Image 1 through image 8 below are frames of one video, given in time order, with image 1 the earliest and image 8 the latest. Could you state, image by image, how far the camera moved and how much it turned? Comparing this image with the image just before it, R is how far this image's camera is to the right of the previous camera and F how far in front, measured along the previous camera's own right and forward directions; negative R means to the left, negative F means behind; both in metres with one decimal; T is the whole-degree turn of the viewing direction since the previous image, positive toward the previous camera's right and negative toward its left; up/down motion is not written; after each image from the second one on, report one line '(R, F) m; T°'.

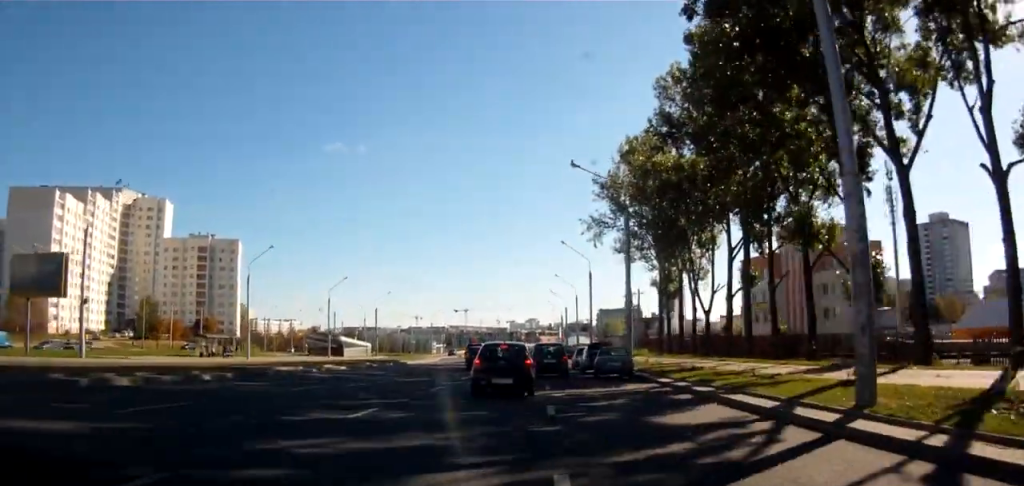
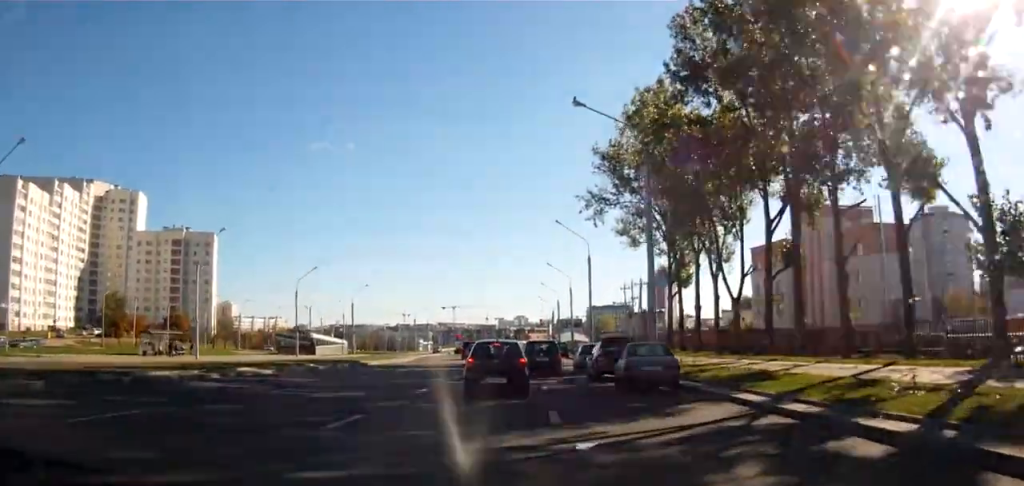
(0.0, +10.8) m; 0°
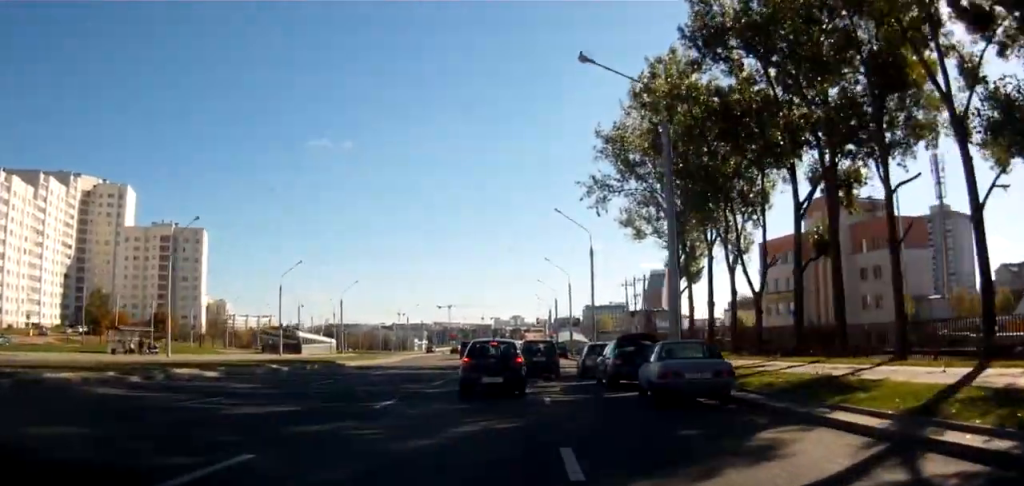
(-0.2, +5.2) m; +1°
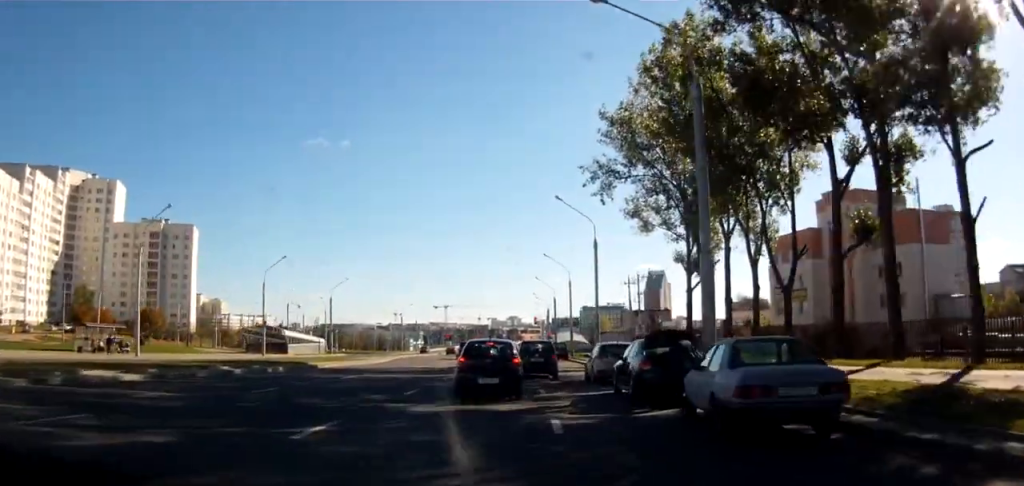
(0.0, +5.0) m; +1°
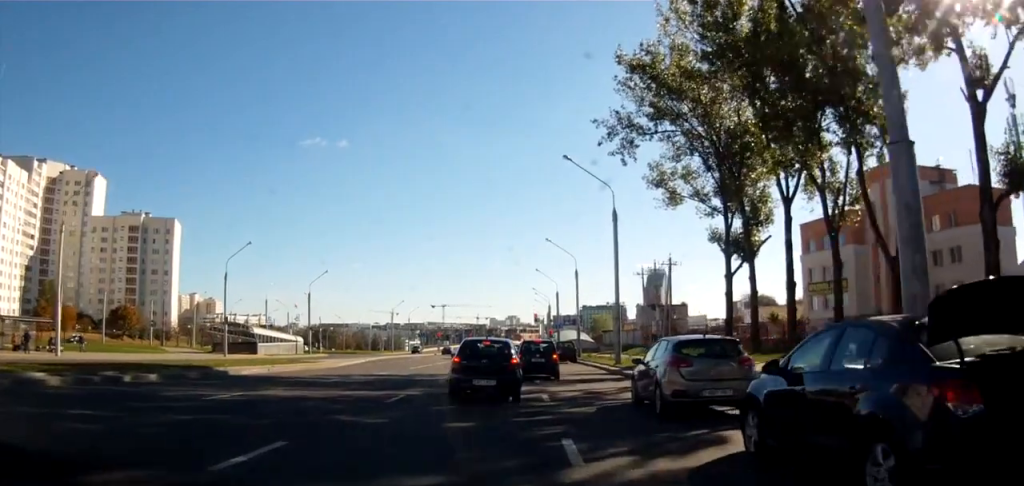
(+0.5, +10.8) m; +1°
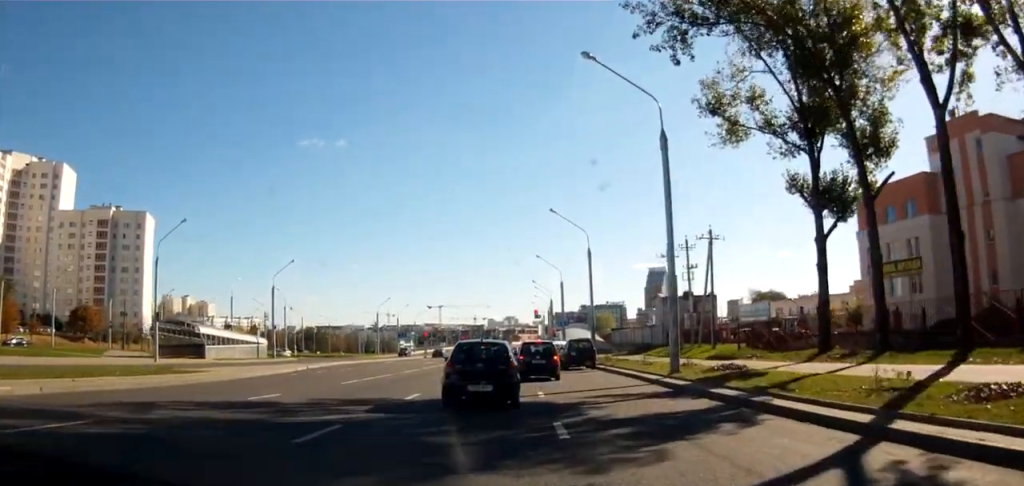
(+0.1, +14.6) m; +1°
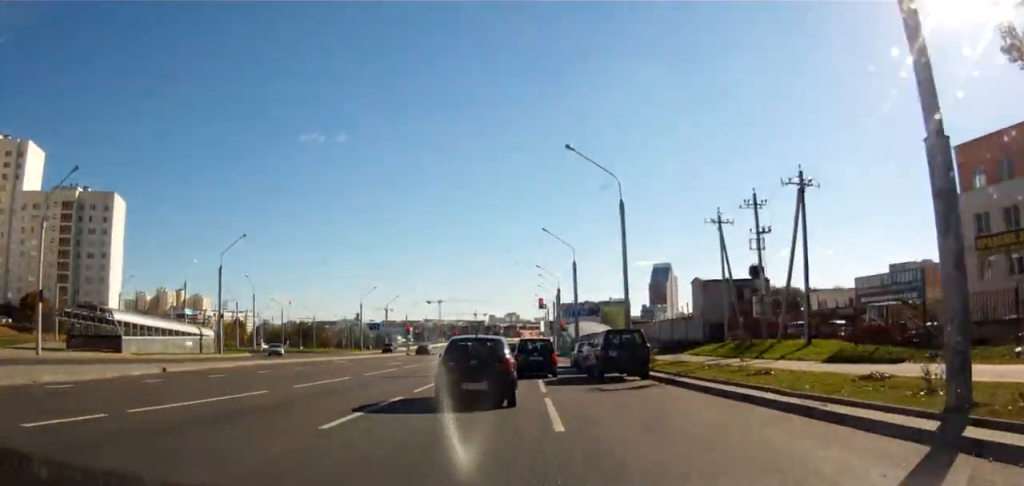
(-0.2, +15.8) m; -2°
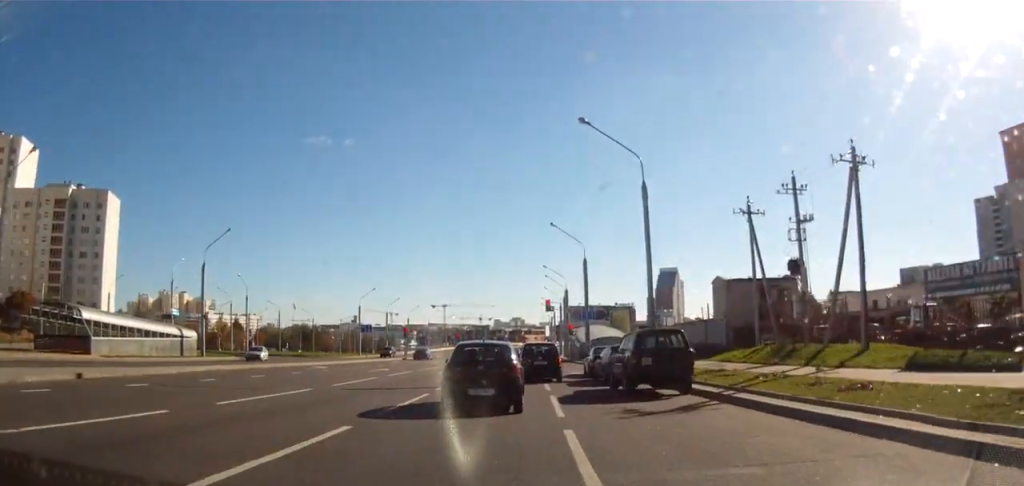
(0.0, +5.1) m; 0°
